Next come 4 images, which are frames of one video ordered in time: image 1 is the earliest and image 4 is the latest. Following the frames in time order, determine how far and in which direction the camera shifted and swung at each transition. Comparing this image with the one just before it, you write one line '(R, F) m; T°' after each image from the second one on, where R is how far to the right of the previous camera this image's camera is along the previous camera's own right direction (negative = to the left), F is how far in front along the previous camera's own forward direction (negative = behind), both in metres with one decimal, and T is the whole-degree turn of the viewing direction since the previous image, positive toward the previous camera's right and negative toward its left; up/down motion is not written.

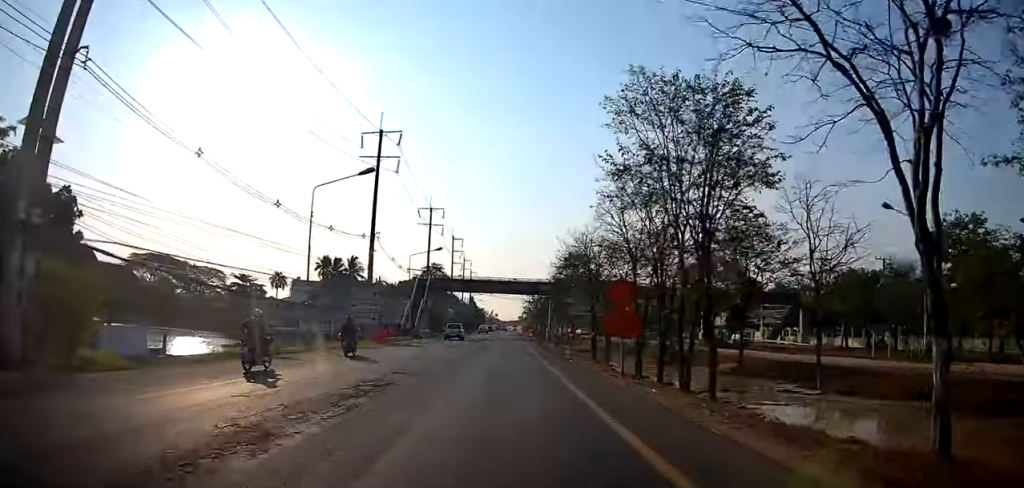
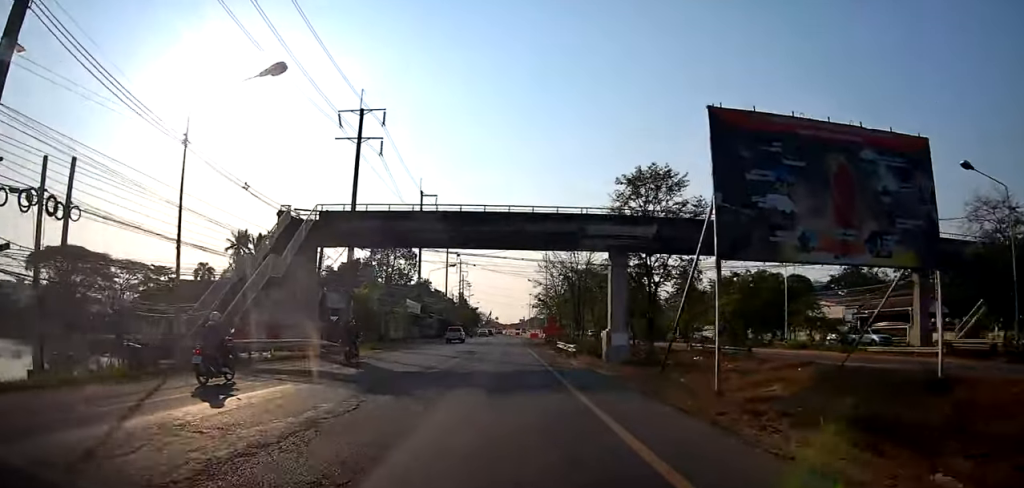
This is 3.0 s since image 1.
(-0.9, +43.4) m; 0°
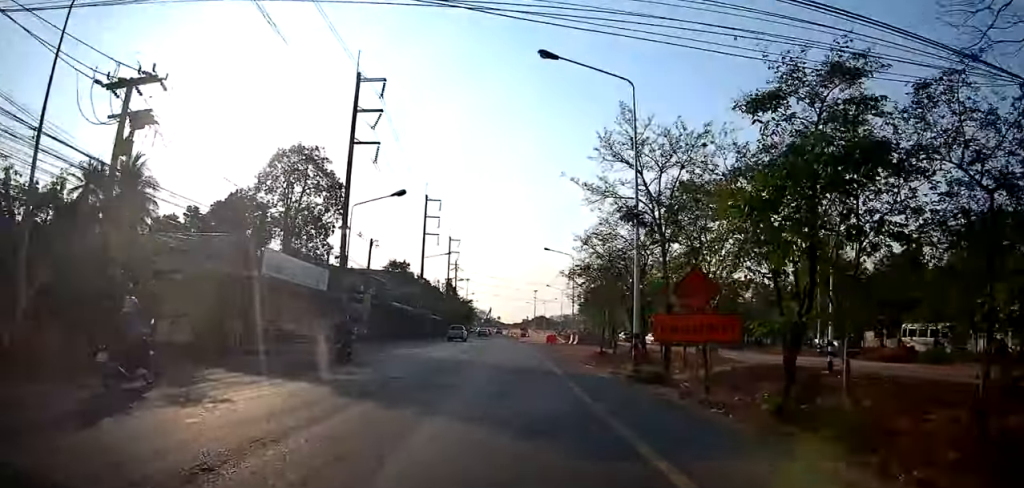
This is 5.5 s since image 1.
(-1.1, +36.4) m; -2°
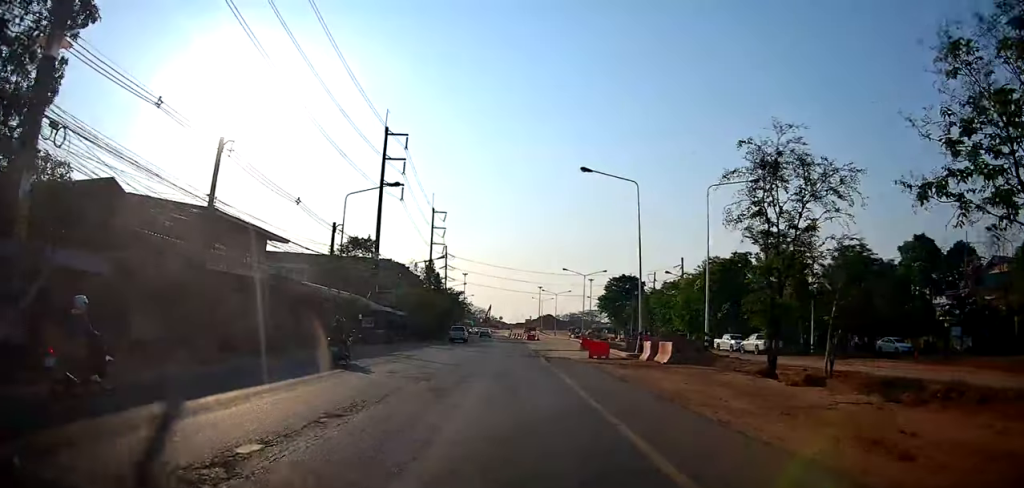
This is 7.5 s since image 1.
(-0.2, +29.3) m; +1°
